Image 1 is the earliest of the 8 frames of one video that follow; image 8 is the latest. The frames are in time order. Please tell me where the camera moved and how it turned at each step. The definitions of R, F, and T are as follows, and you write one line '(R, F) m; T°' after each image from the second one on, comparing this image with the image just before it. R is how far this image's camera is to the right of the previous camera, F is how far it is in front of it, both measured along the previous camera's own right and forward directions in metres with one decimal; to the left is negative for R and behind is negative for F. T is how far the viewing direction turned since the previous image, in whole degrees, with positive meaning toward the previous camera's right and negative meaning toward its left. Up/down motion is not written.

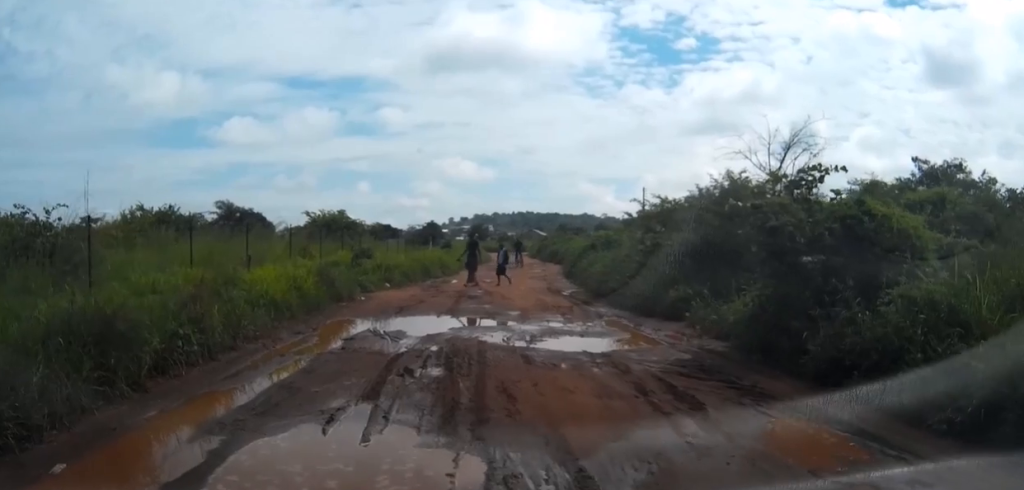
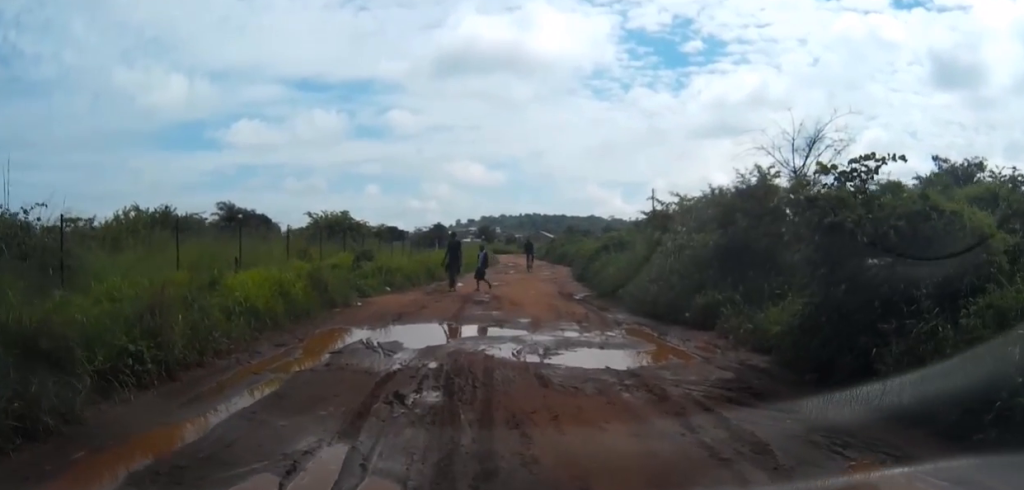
(-0.1, +1.1) m; 0°
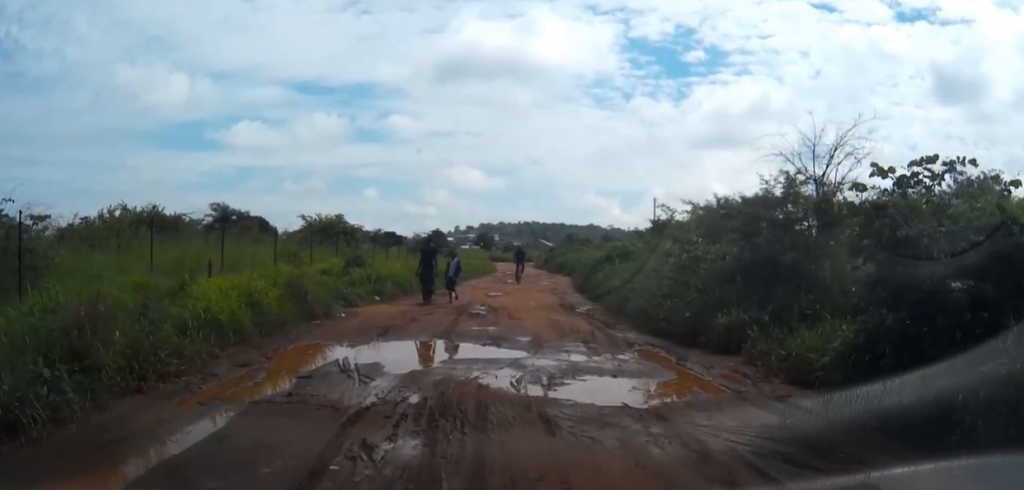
(0.0, +1.4) m; 0°
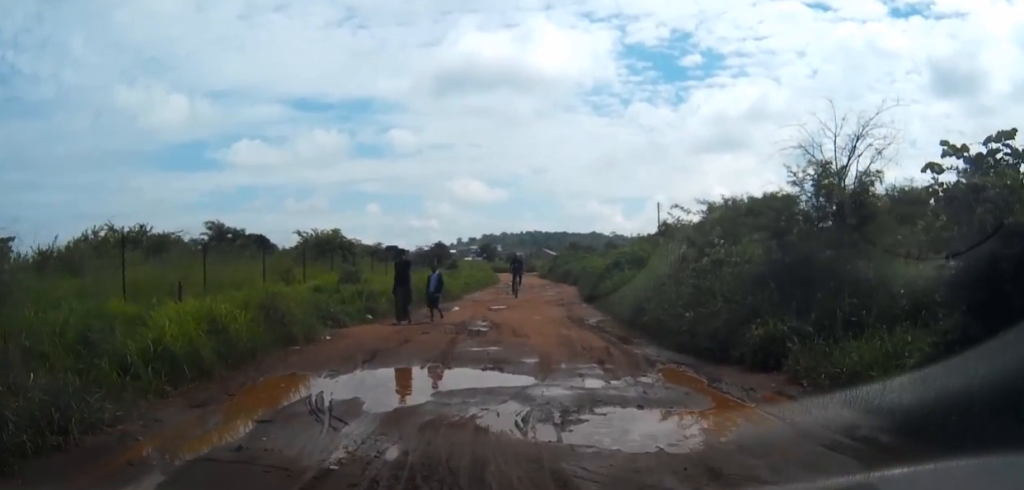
(-0.1, +1.3) m; 0°
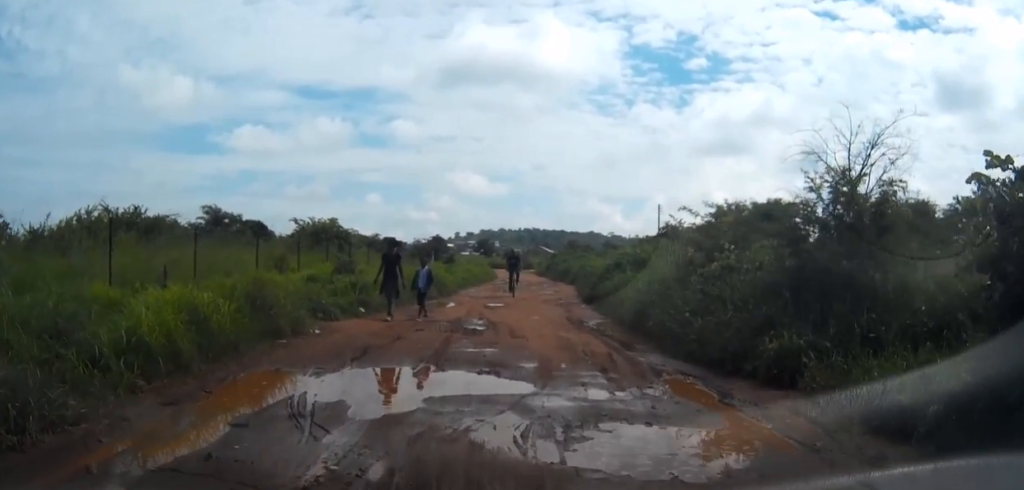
(0.0, +0.6) m; 0°
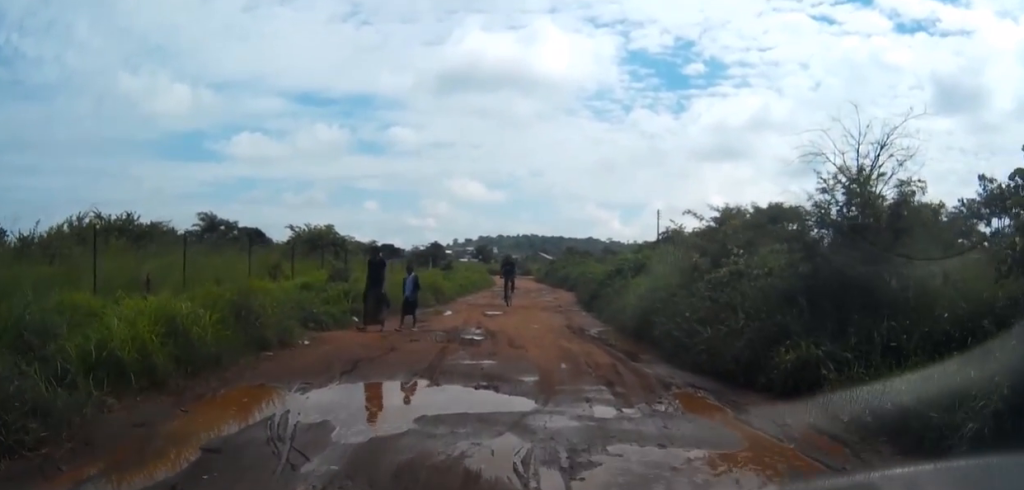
(0.0, +0.6) m; 0°
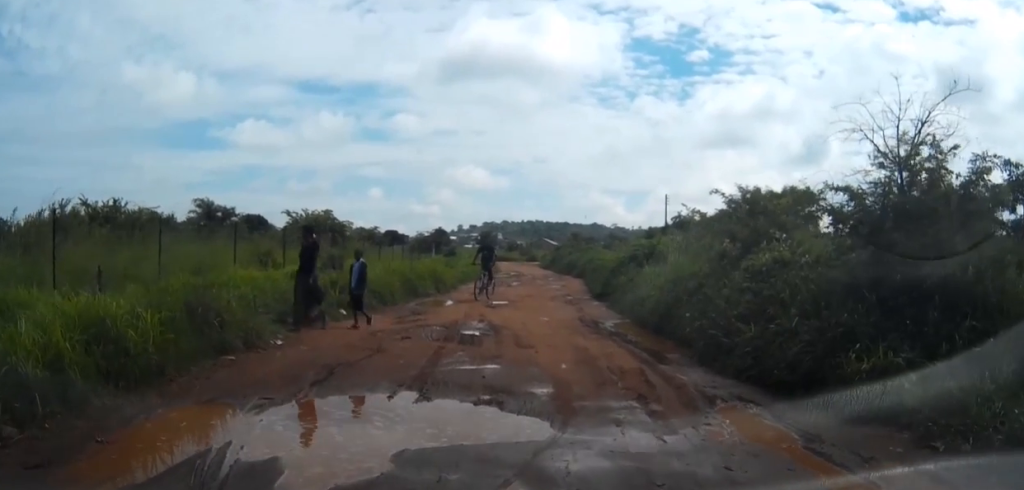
(-0.1, +1.6) m; 0°
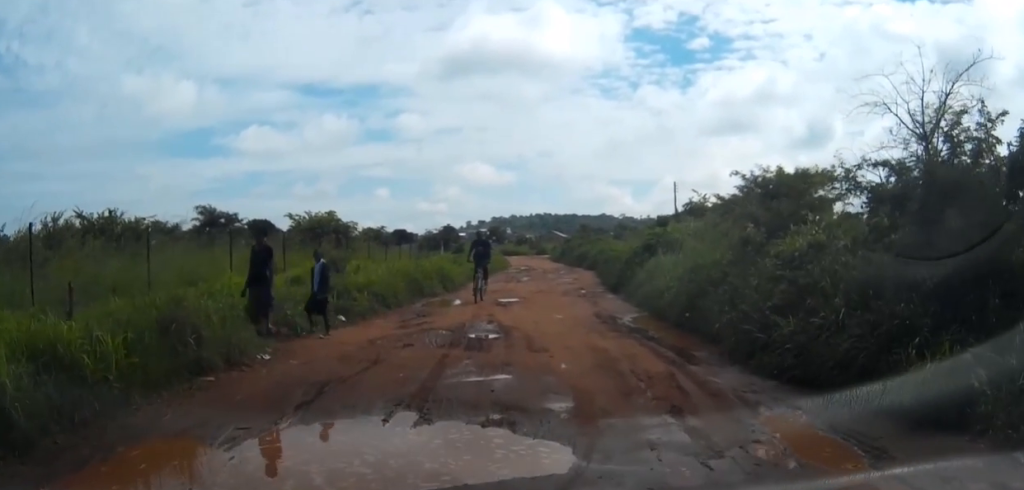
(0.0, +0.9) m; 0°
